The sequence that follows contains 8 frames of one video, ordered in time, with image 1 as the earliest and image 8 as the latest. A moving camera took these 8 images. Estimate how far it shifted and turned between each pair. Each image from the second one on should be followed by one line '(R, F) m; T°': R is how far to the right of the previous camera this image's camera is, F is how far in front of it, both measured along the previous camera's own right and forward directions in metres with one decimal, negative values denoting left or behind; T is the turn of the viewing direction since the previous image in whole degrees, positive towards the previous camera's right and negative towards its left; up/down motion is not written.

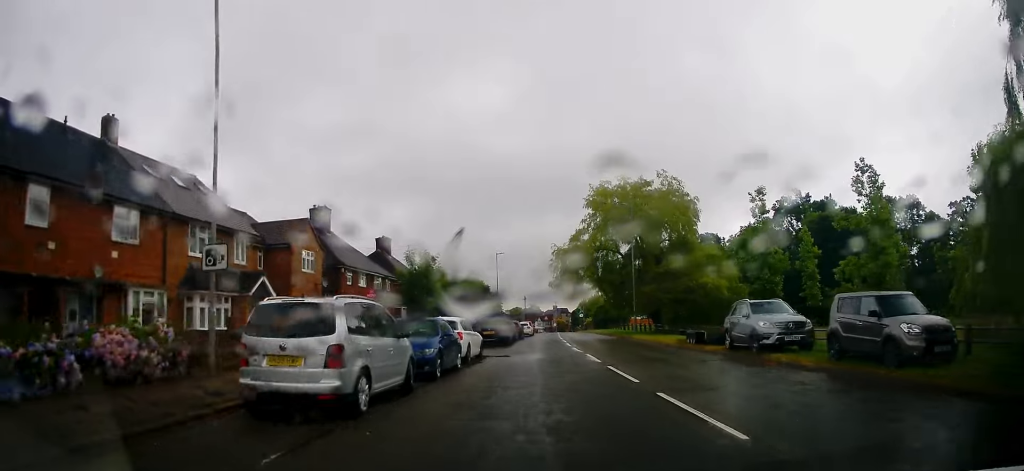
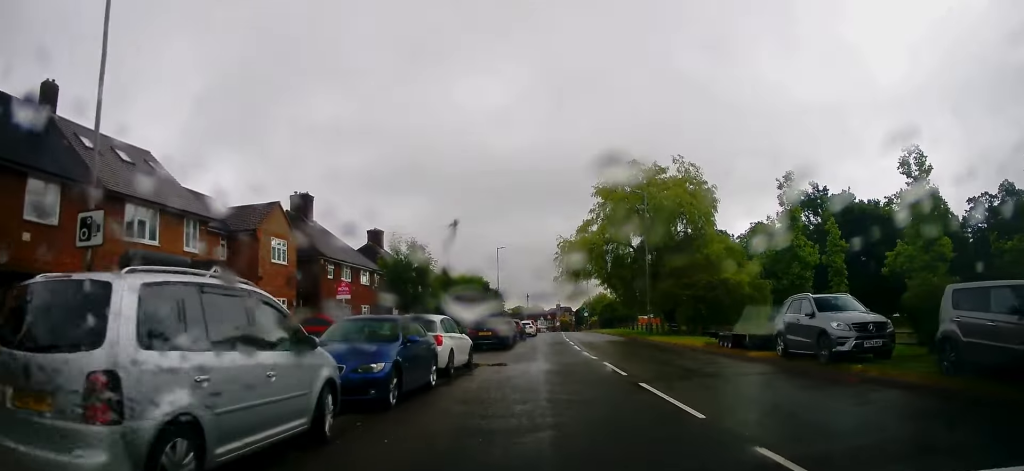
(+0.1, +4.3) m; +2°
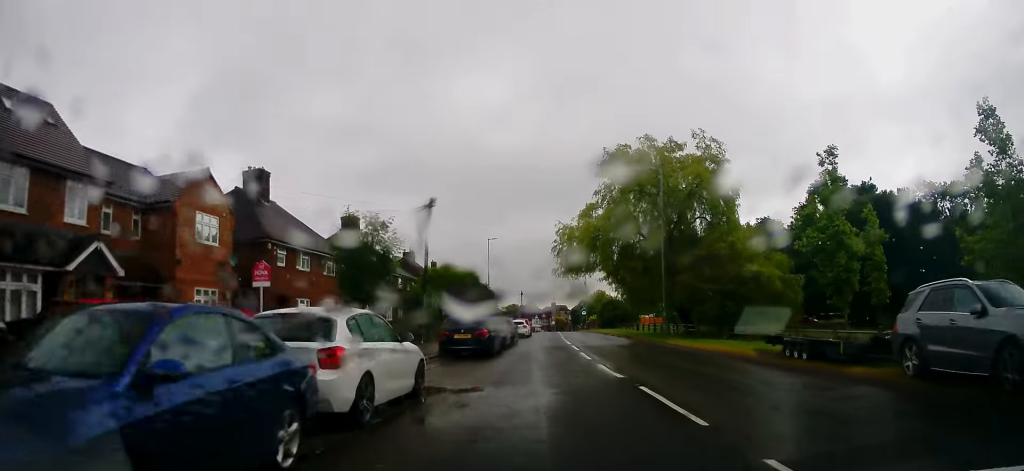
(0.0, +6.5) m; +2°
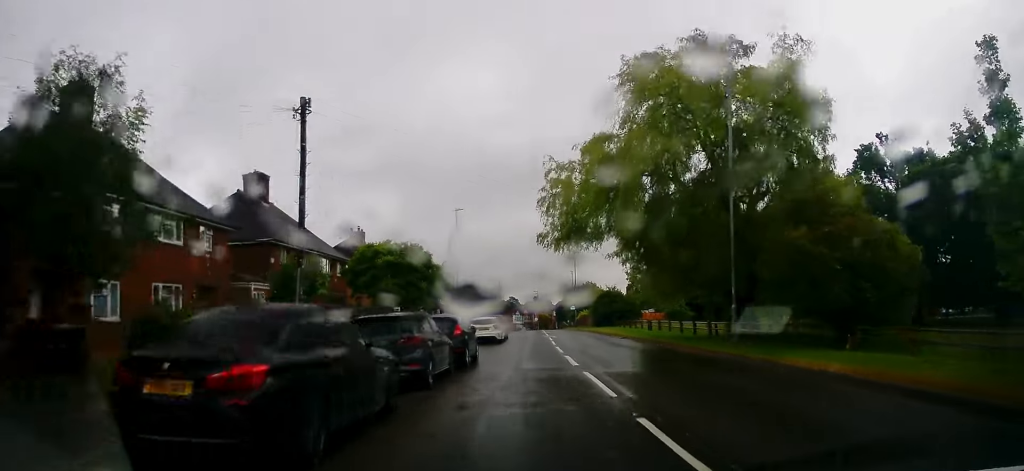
(+0.7, +14.9) m; +3°
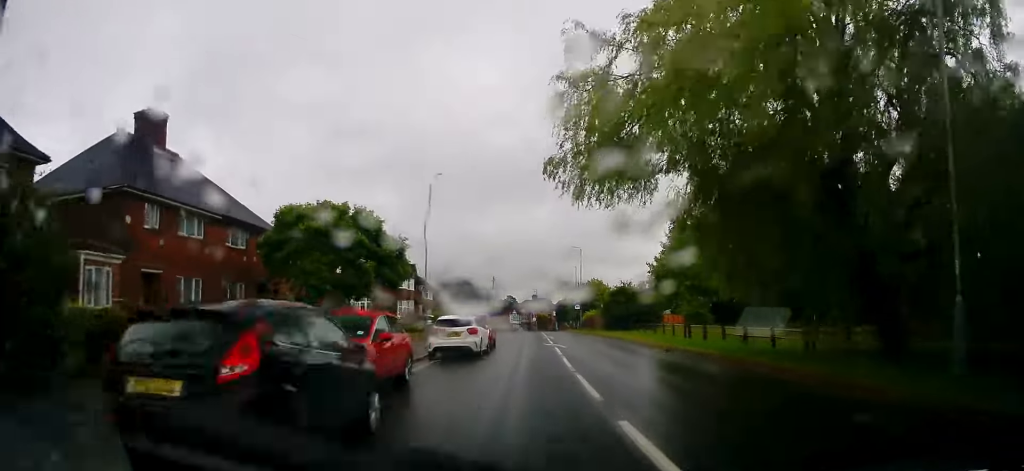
(-0.3, +12.0) m; -3°
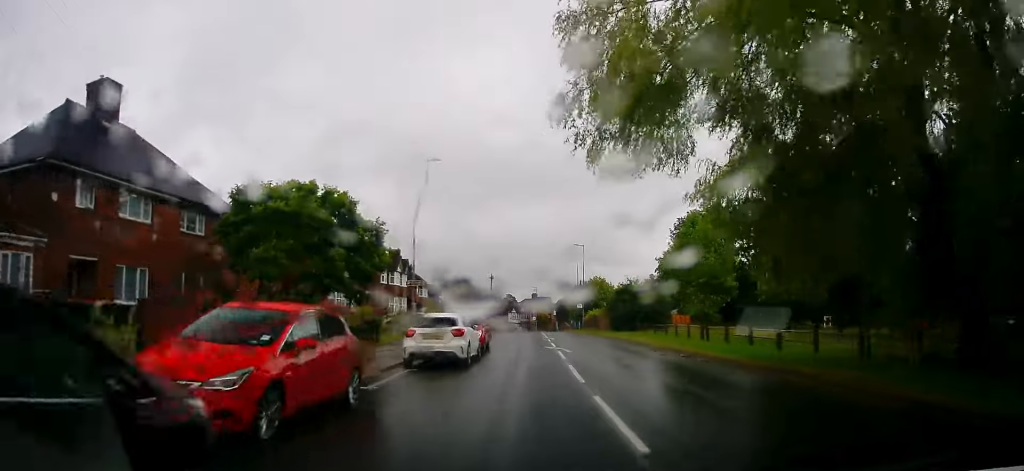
(0.0, +3.8) m; 0°
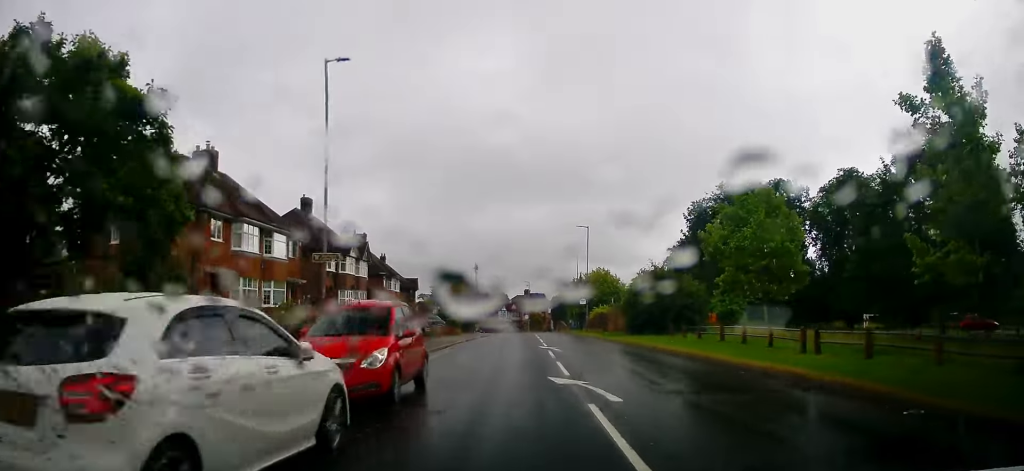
(0.0, +13.3) m; -1°
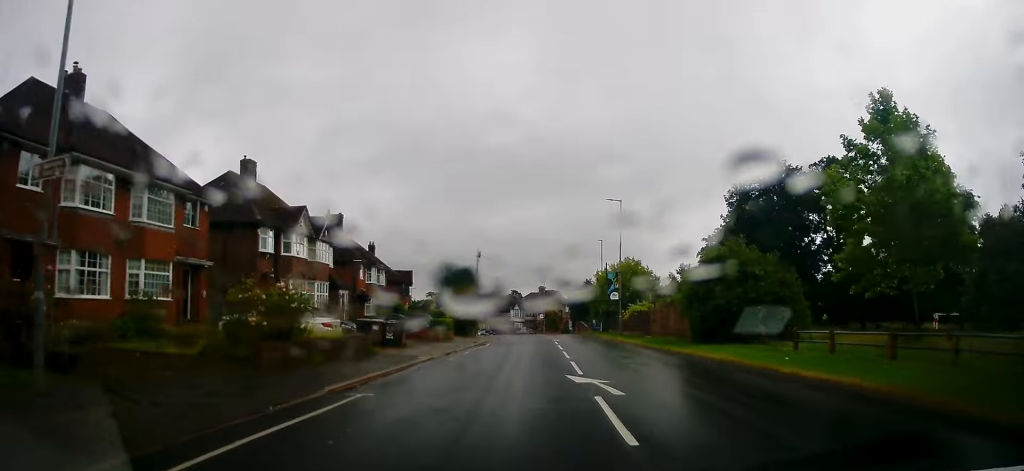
(-0.2, +12.9) m; +1°
